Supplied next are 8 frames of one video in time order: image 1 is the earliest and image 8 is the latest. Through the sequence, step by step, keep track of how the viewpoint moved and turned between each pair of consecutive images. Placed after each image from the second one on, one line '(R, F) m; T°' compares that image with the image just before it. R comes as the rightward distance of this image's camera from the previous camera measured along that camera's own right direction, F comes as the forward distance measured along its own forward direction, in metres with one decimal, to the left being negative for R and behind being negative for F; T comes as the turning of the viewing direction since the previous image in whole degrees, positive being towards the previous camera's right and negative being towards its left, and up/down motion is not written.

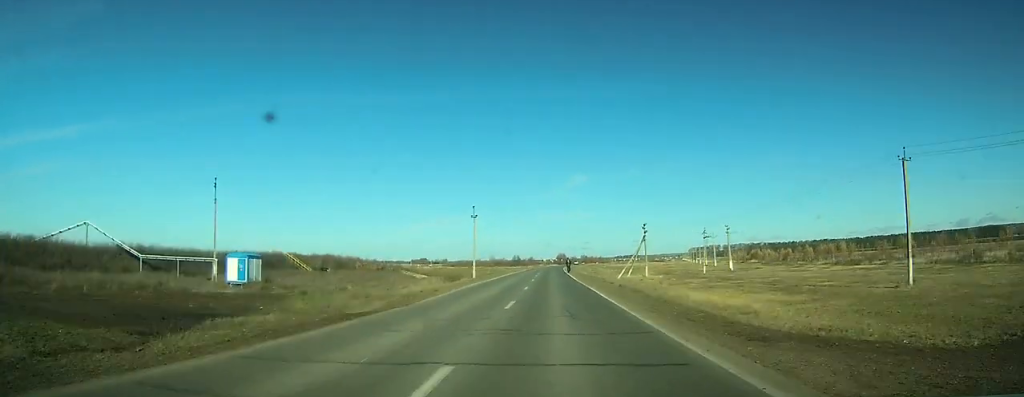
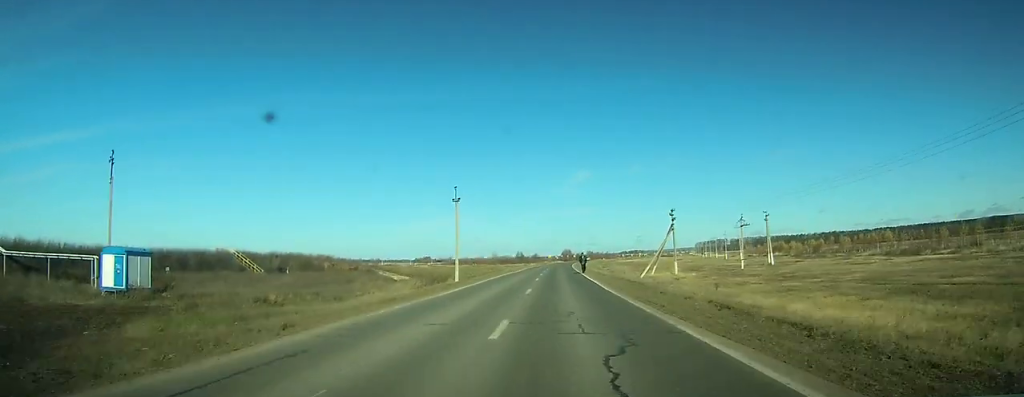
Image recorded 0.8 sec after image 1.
(-0.1, +18.4) m; 0°
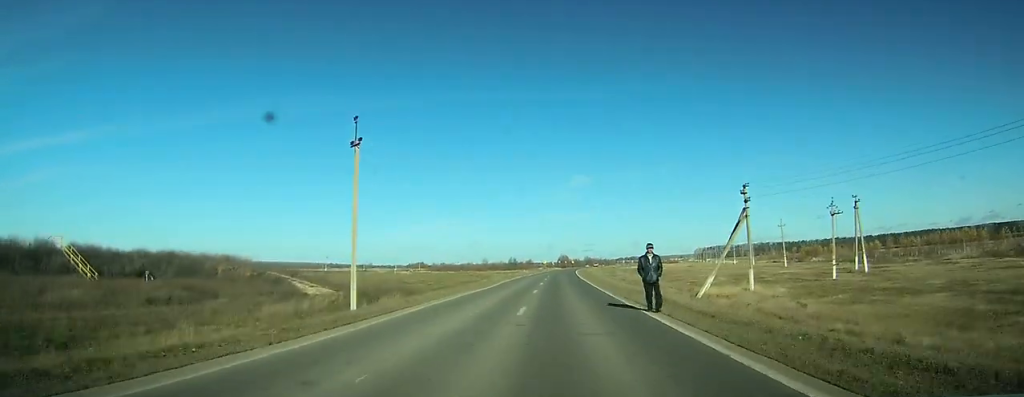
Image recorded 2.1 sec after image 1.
(-0.4, +30.5) m; 0°
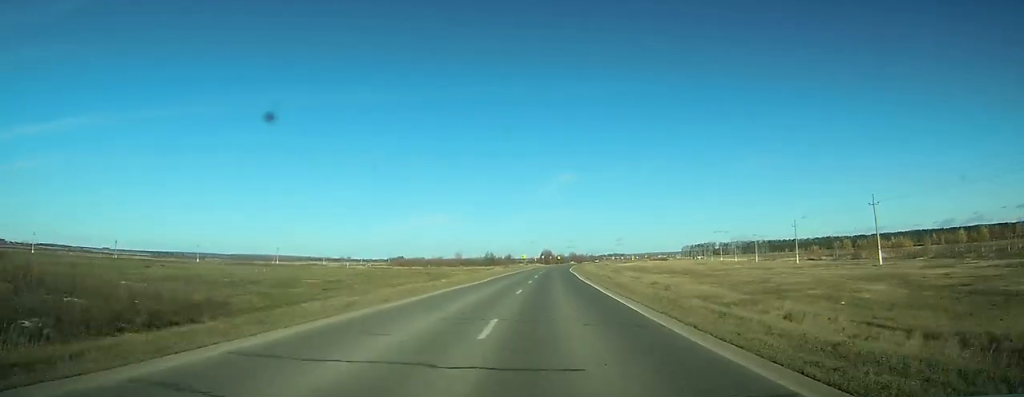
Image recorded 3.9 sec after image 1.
(+0.4, +40.7) m; +1°
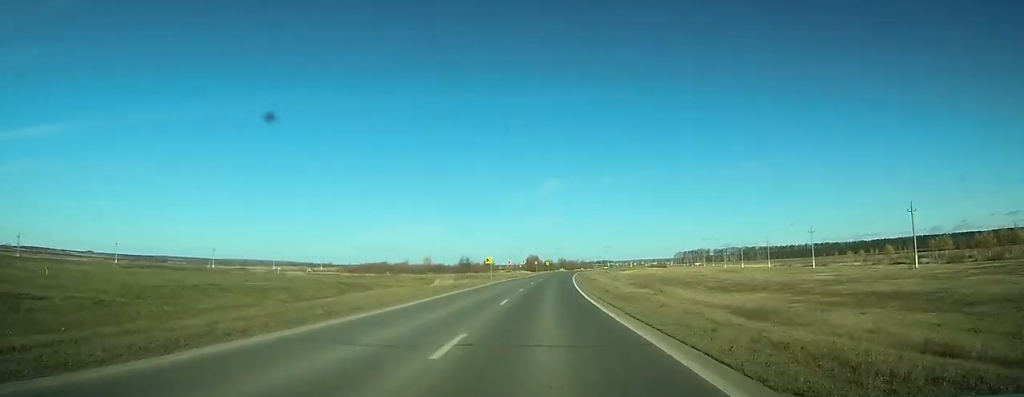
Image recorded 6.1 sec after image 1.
(+0.6, +48.2) m; +2°
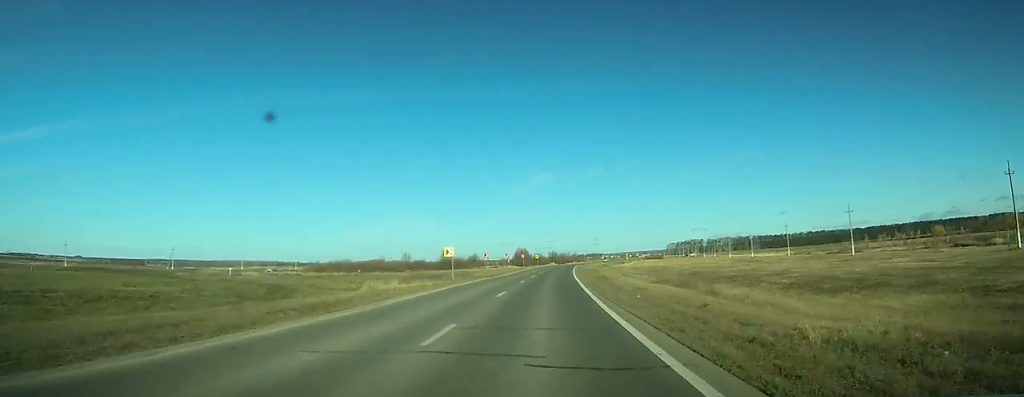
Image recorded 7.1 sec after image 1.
(+0.3, +22.8) m; +1°
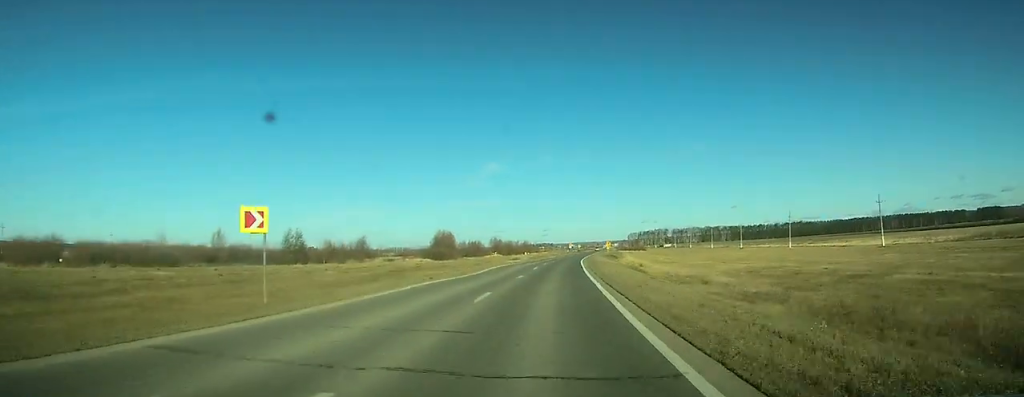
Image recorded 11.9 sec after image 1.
(+4.6, +112.8) m; +5°
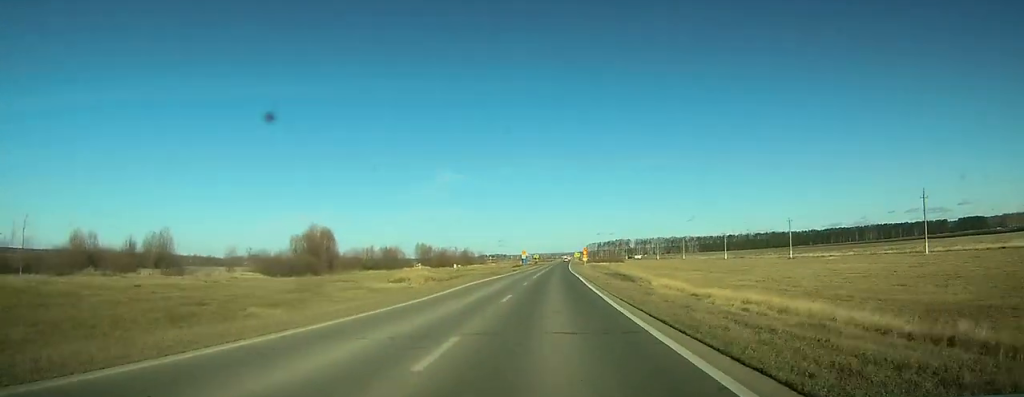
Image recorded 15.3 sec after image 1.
(+3.1, +83.7) m; +4°
